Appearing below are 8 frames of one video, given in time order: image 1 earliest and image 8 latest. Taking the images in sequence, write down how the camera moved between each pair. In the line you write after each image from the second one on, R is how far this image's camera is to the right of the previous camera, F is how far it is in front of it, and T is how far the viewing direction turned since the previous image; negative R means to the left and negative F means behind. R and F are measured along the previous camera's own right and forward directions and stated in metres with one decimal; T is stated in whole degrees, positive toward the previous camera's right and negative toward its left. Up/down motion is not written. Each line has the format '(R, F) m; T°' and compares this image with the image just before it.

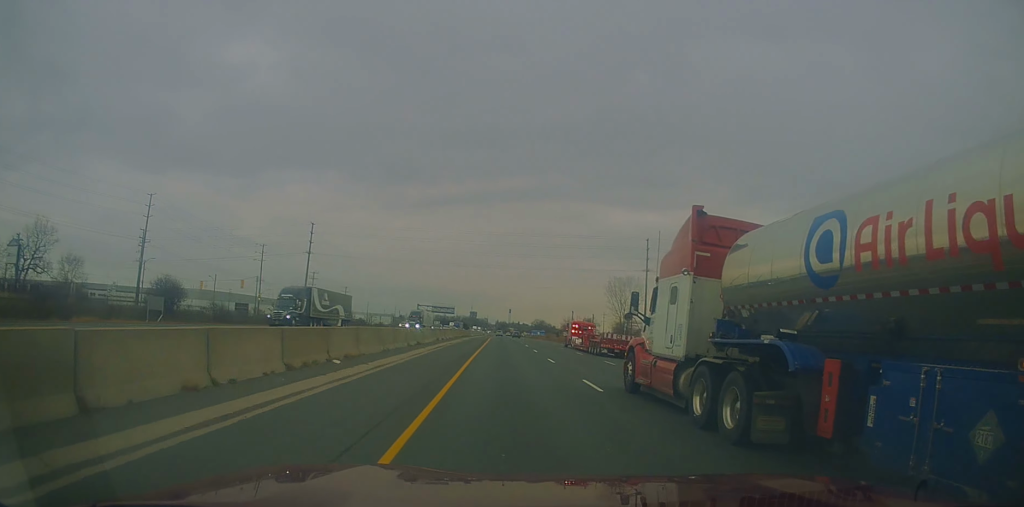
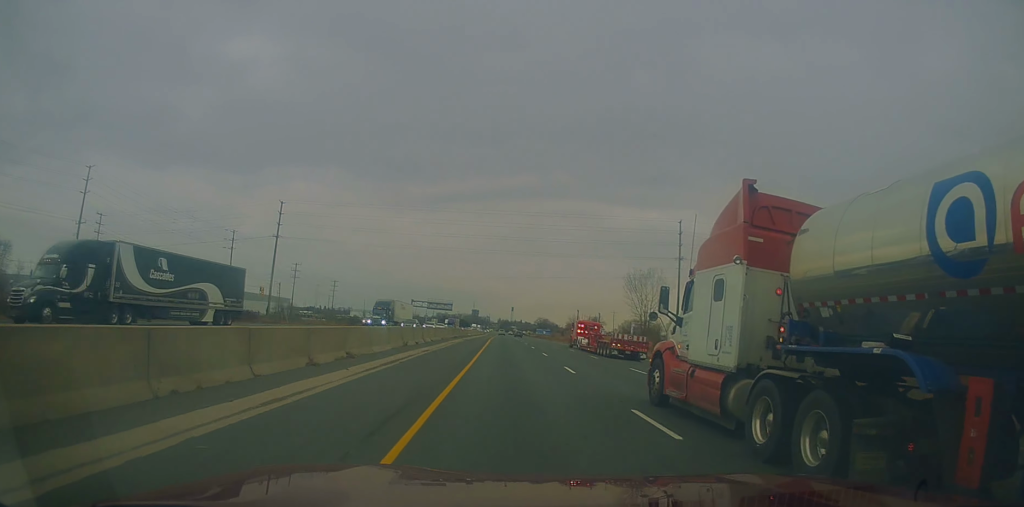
(0.0, +18.4) m; 0°
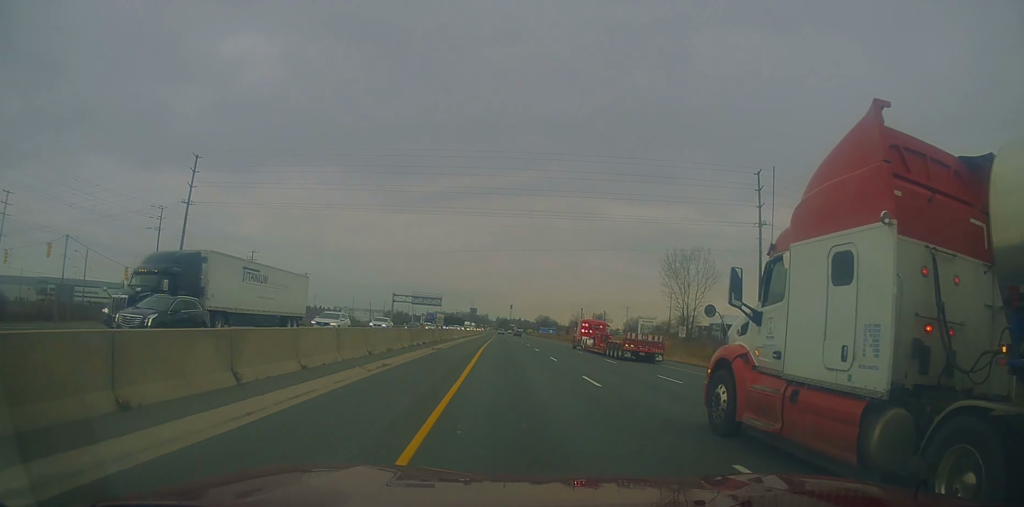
(0.0, +29.3) m; 0°
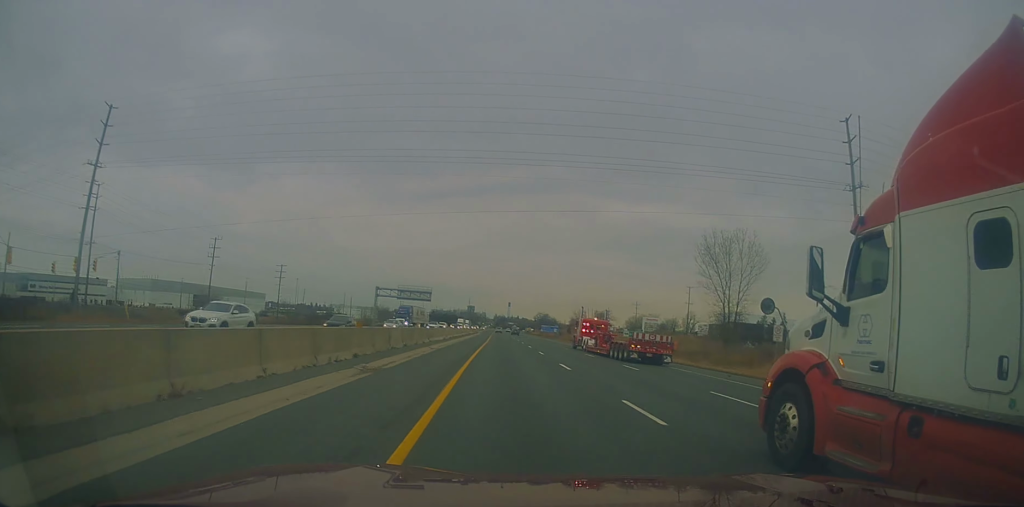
(+0.1, +18.6) m; 0°
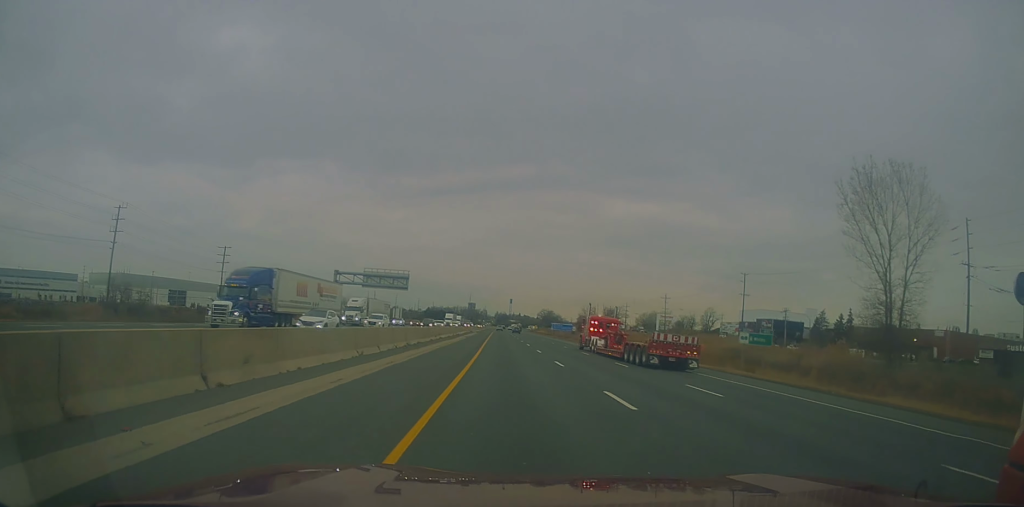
(-0.1, +34.9) m; 0°
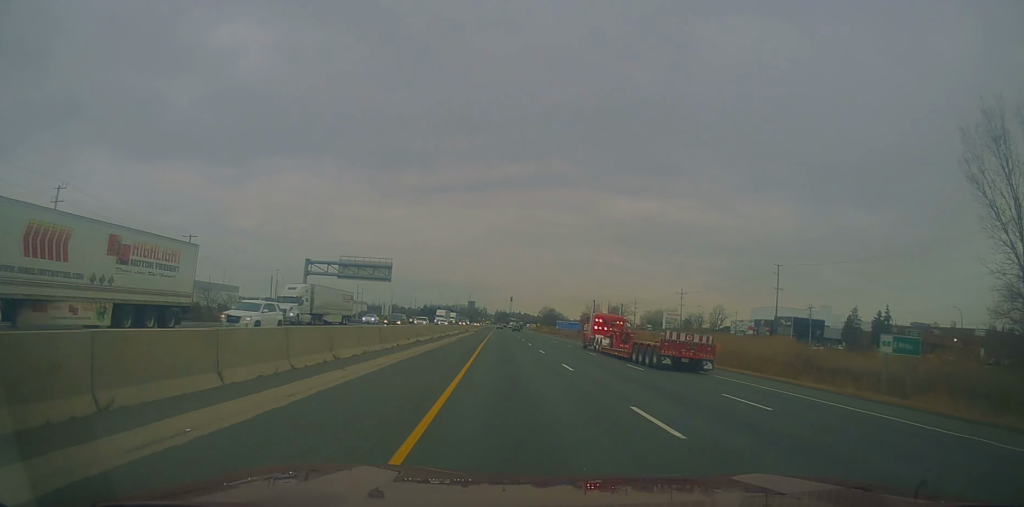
(0.0, +15.2) m; 0°
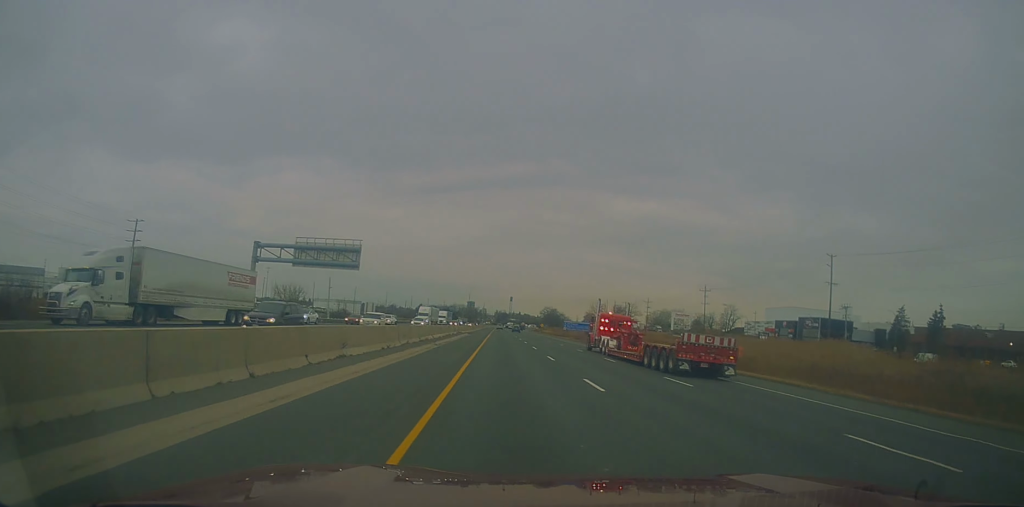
(-0.1, +18.5) m; 0°
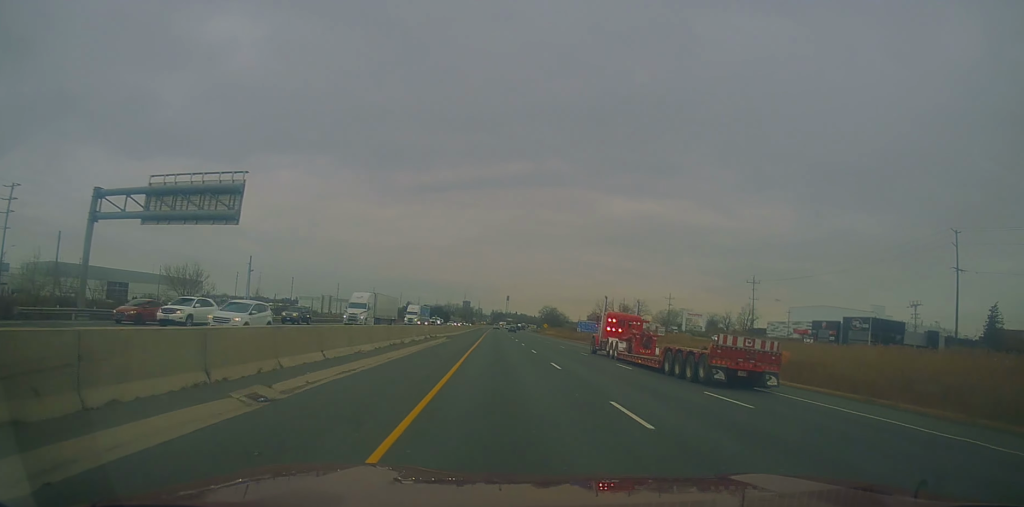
(+0.1, +29.5) m; 0°
